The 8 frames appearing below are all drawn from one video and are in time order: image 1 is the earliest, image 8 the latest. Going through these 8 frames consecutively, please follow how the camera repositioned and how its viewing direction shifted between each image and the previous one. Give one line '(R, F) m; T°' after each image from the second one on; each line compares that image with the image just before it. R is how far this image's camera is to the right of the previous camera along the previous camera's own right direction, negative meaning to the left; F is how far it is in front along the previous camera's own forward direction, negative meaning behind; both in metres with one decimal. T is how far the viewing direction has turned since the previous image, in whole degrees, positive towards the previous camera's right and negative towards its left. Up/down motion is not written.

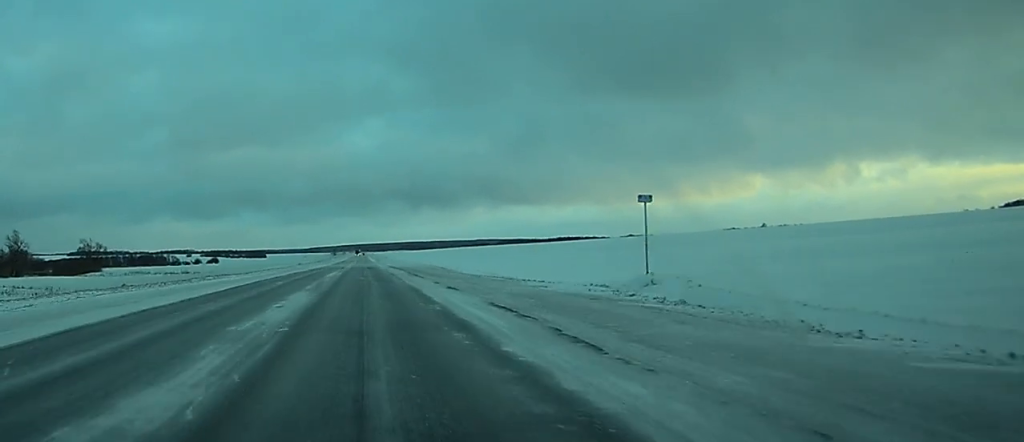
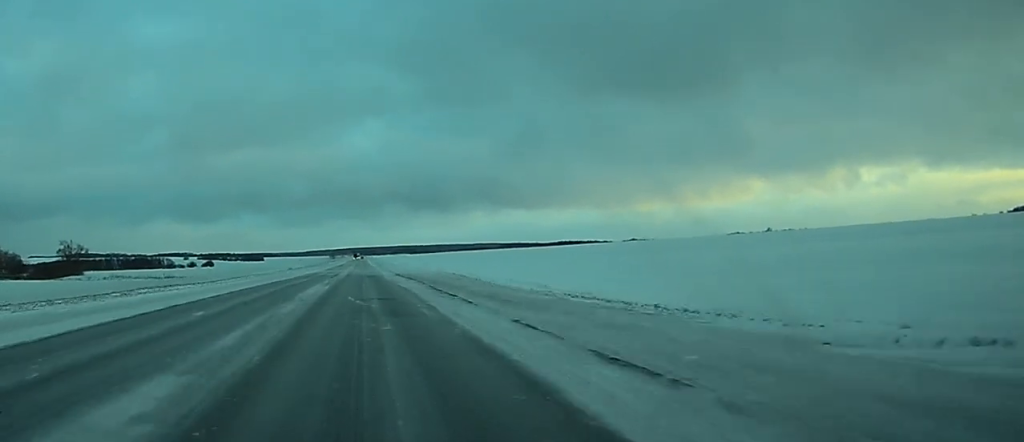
(0.0, +19.8) m; 0°
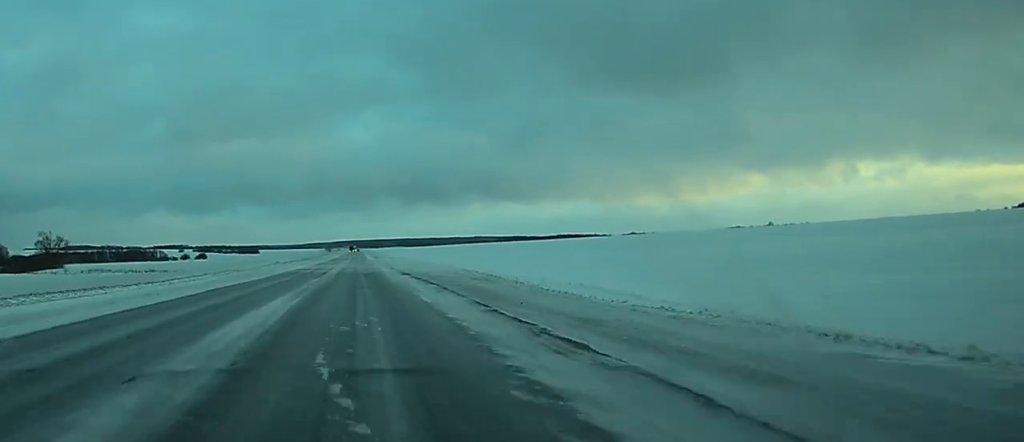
(0.0, +16.8) m; 0°
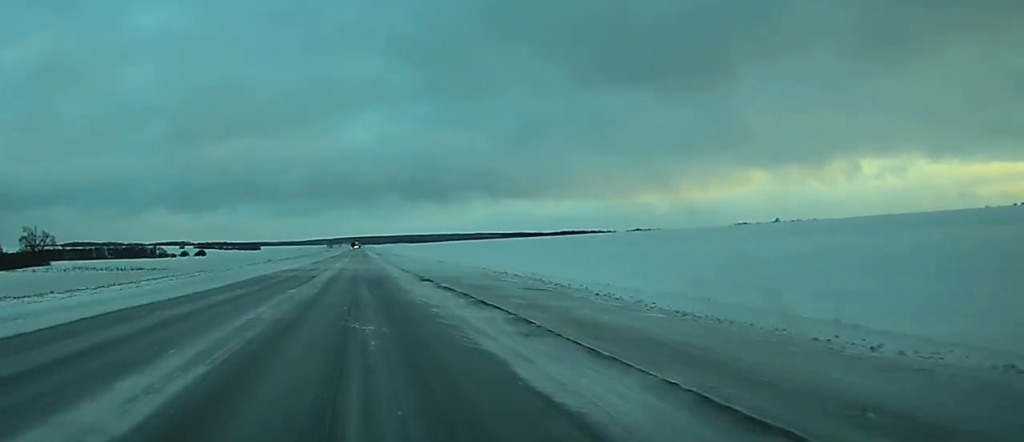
(0.0, +14.7) m; 0°
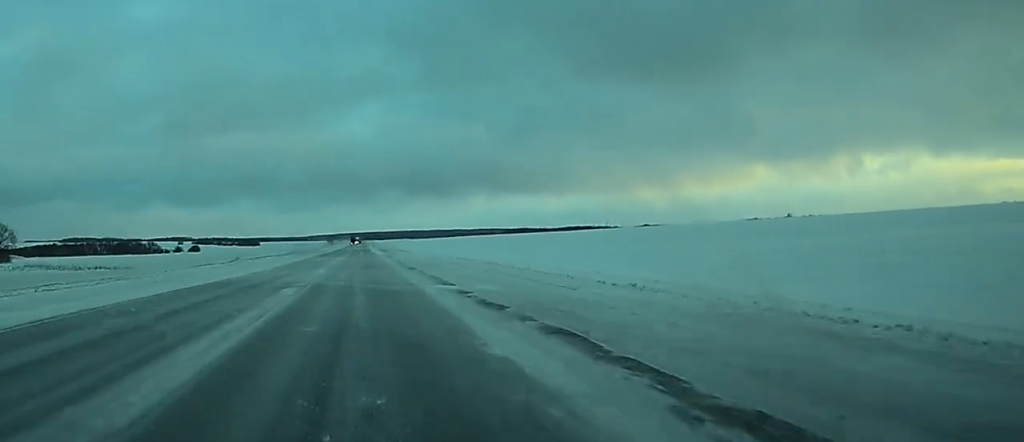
(0.0, +33.0) m; 0°
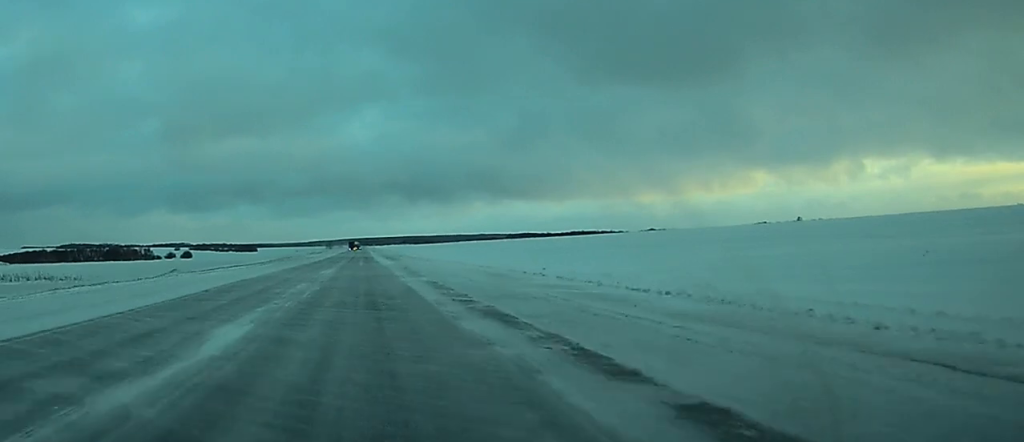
(0.0, +30.7) m; 0°
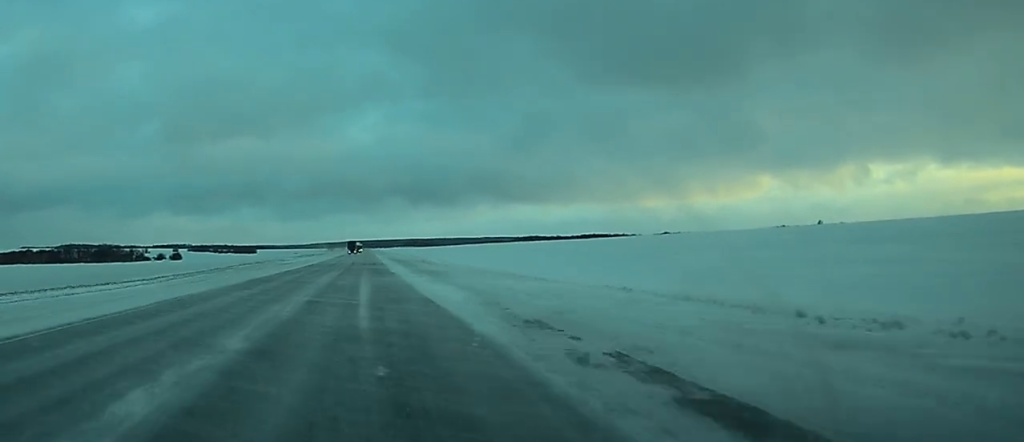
(+0.1, +48.3) m; 0°
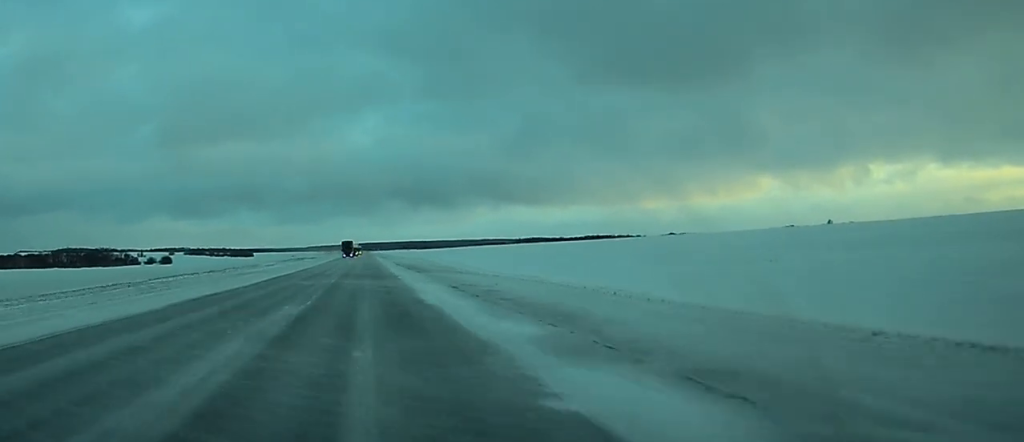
(-0.1, +28.2) m; 0°
